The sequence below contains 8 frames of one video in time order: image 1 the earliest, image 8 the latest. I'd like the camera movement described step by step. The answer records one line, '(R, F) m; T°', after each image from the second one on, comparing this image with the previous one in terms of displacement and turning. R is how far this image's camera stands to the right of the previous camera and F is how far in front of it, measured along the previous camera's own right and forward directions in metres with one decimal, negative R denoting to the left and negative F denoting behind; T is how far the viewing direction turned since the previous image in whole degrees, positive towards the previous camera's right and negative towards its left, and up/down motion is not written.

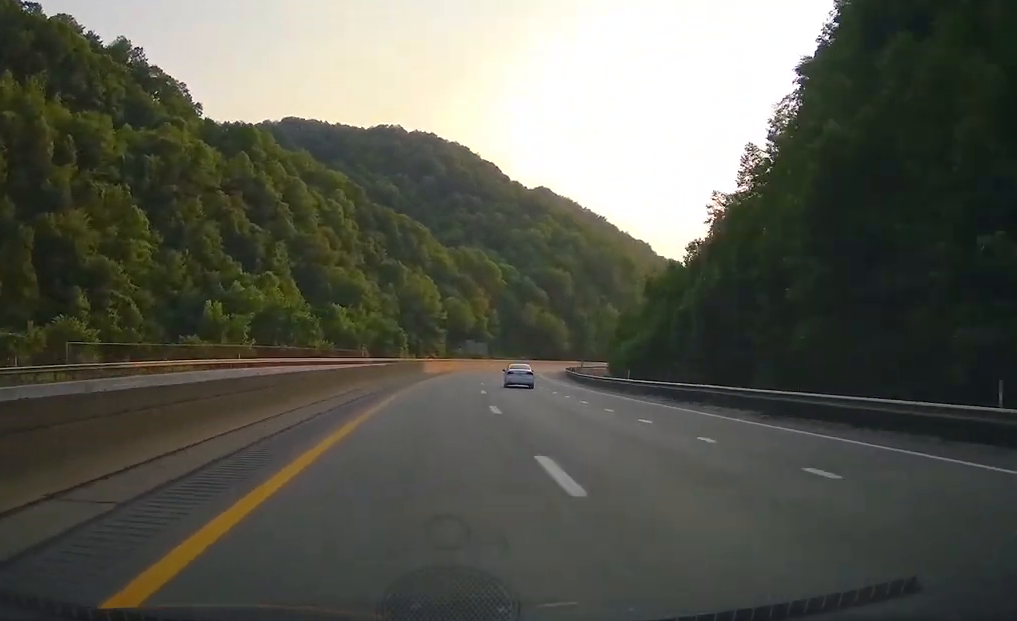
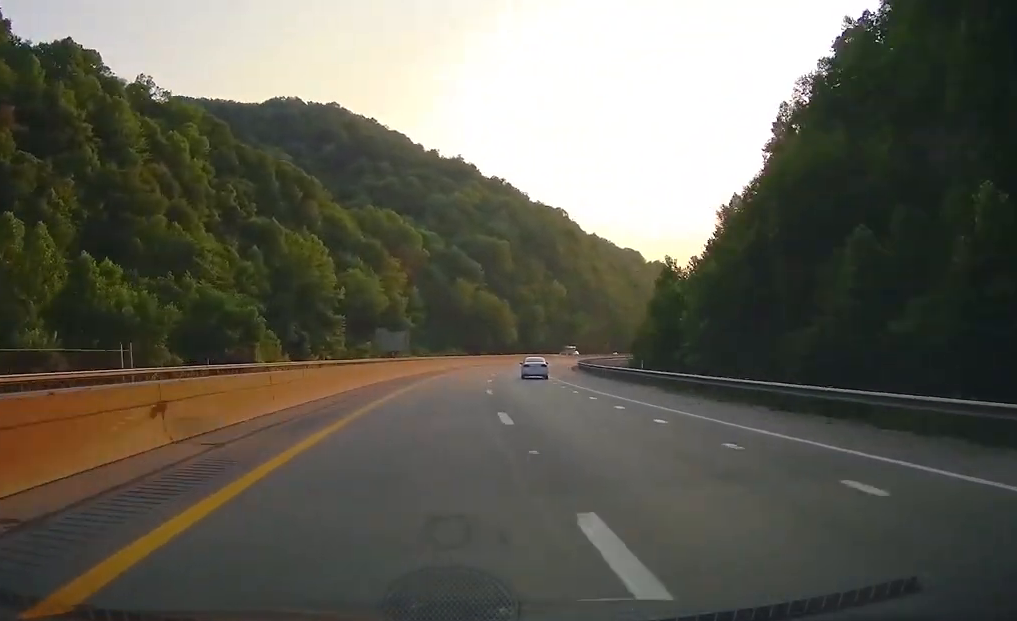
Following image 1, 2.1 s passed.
(-1.5, +94.9) m; +5°
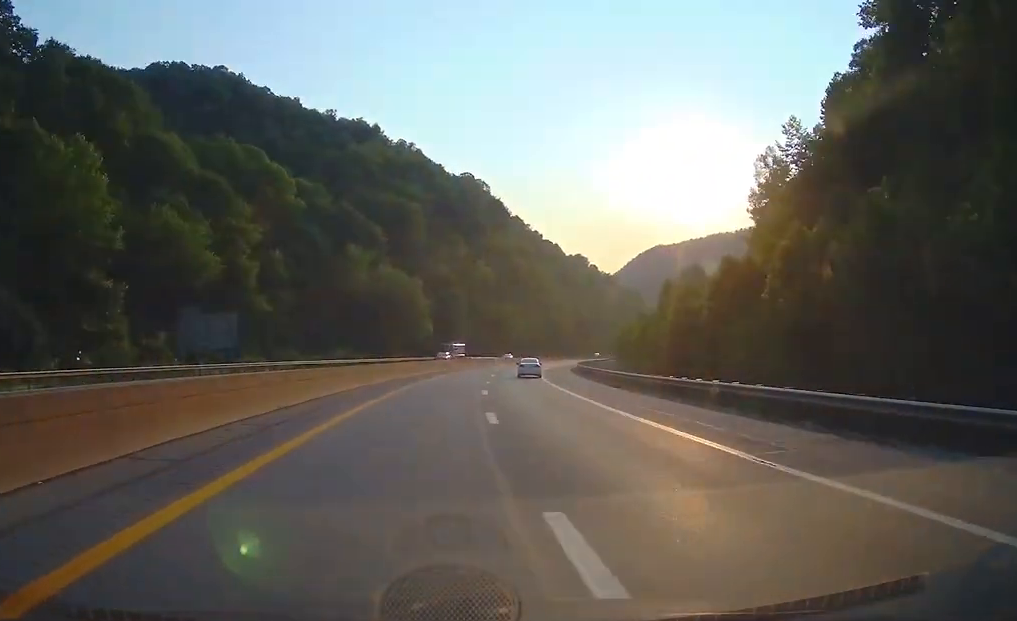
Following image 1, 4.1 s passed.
(+5.4, +77.7) m; +7°
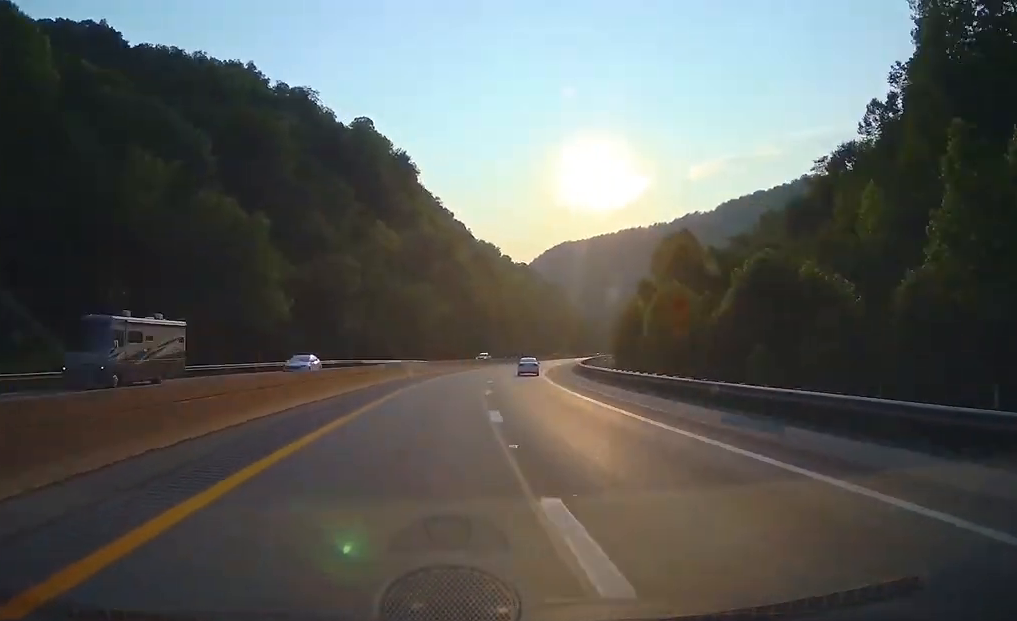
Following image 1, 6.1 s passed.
(+5.0, +72.3) m; +9°
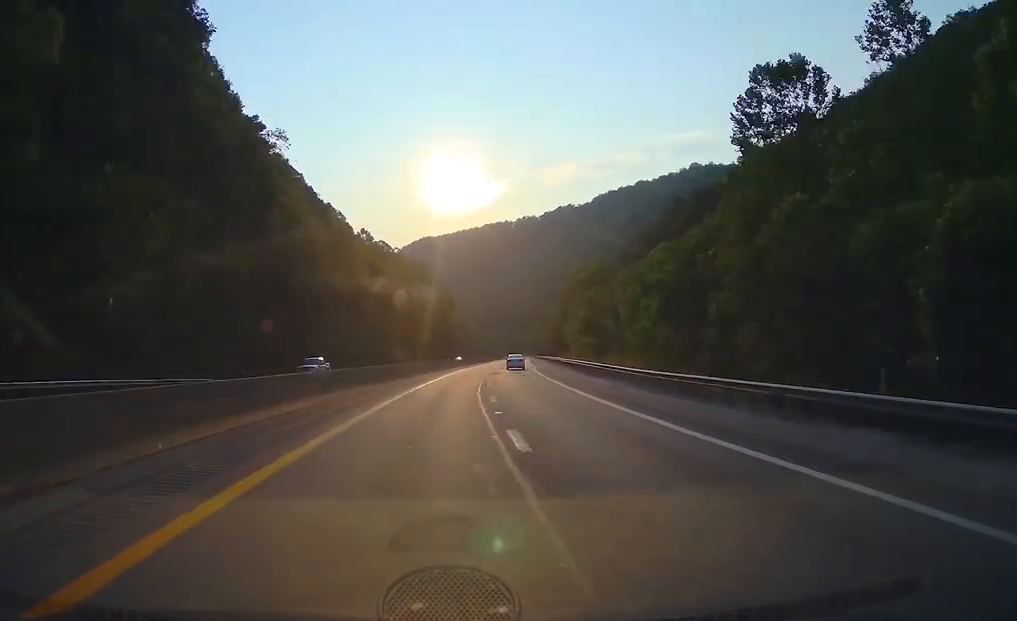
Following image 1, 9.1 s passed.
(+12.7, +99.8) m; +9°
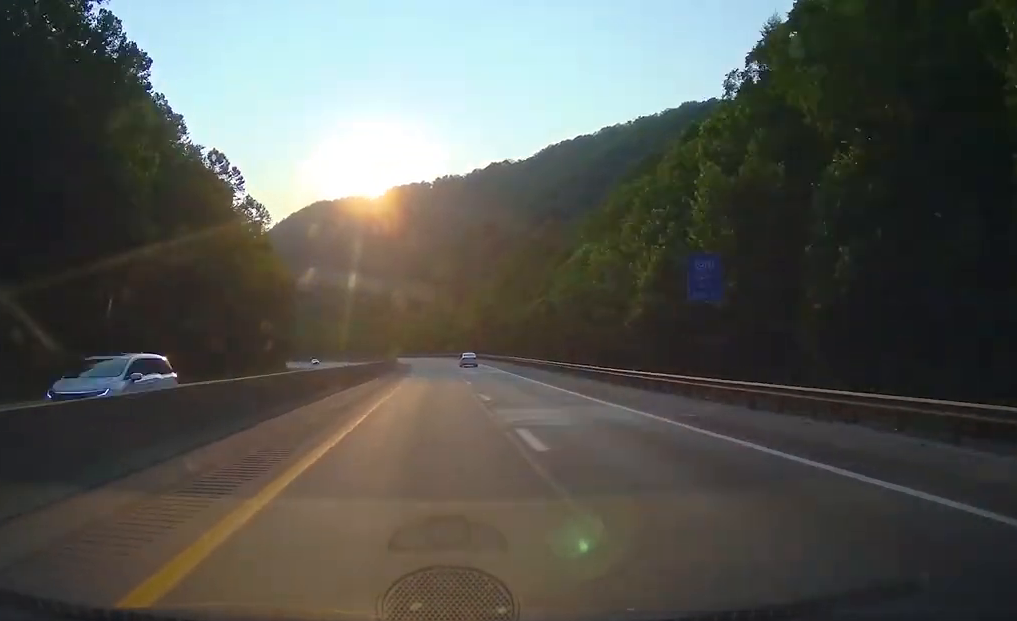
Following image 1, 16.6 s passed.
(+24.5, +242.0) m; +4°
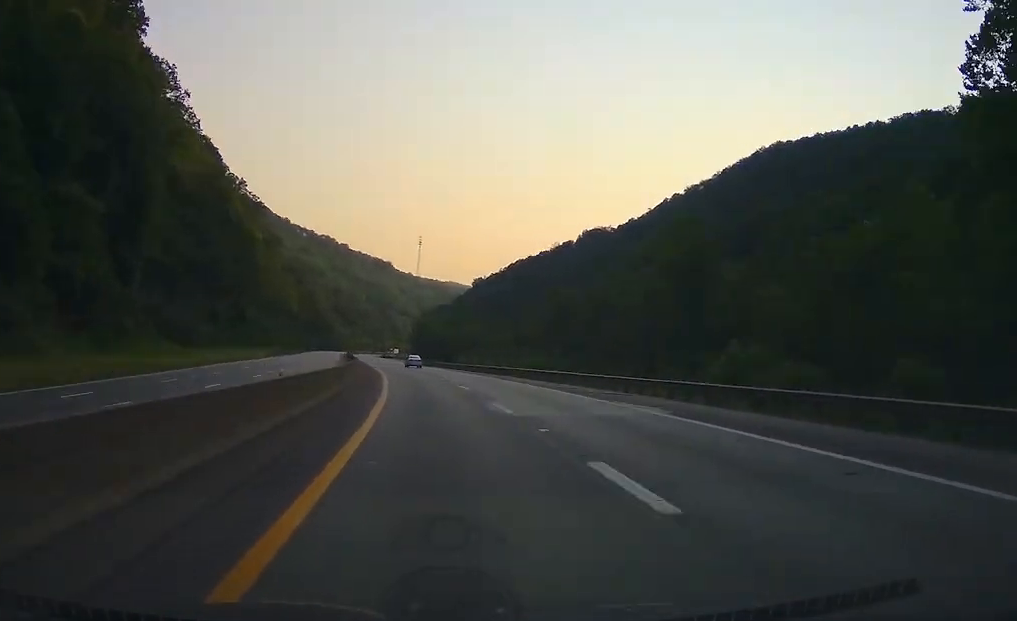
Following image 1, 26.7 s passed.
(-83.4, +308.3) m; -32°
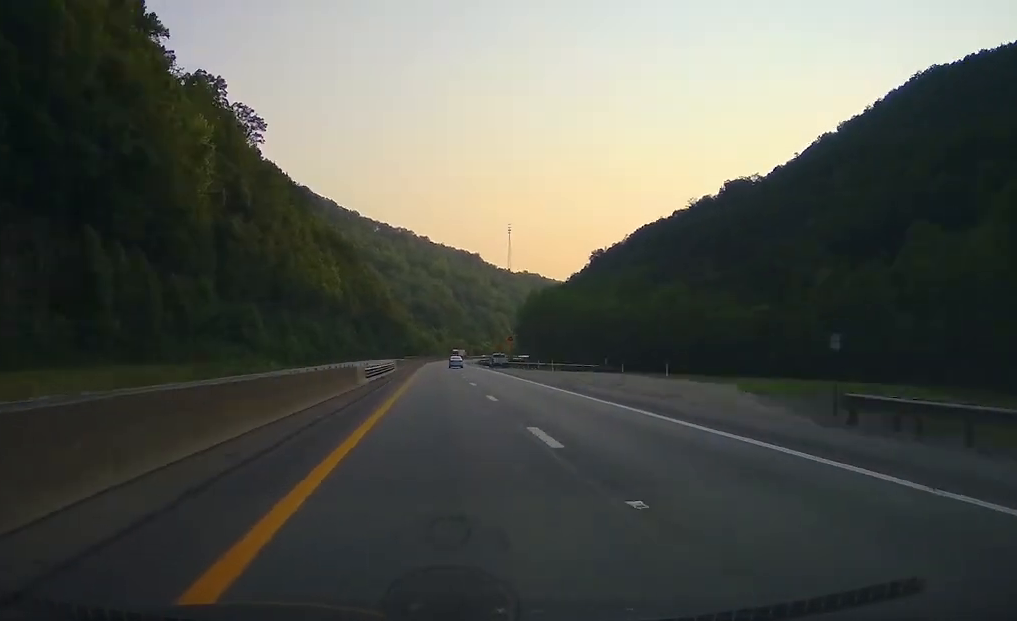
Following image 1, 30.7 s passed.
(-16.3, +138.1) m; -6°
